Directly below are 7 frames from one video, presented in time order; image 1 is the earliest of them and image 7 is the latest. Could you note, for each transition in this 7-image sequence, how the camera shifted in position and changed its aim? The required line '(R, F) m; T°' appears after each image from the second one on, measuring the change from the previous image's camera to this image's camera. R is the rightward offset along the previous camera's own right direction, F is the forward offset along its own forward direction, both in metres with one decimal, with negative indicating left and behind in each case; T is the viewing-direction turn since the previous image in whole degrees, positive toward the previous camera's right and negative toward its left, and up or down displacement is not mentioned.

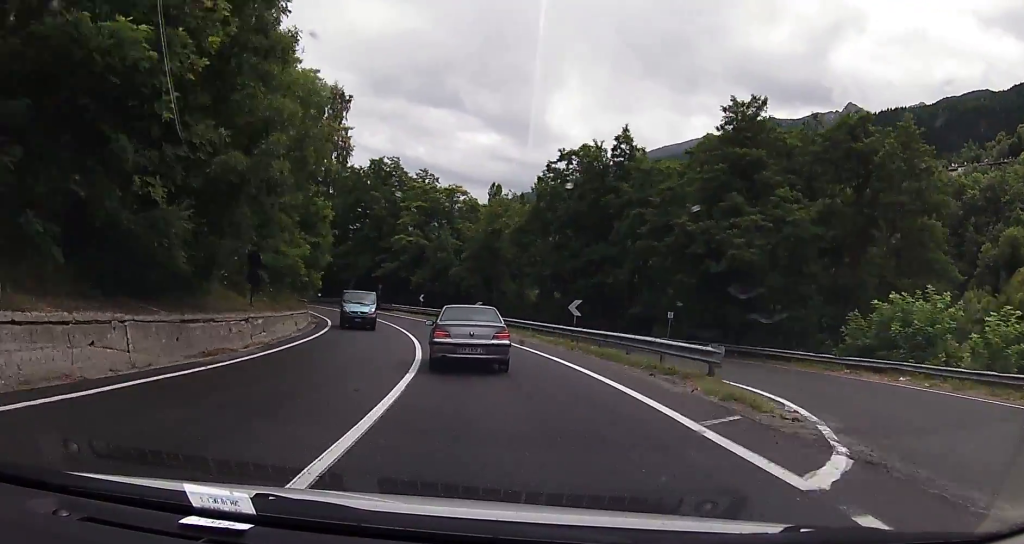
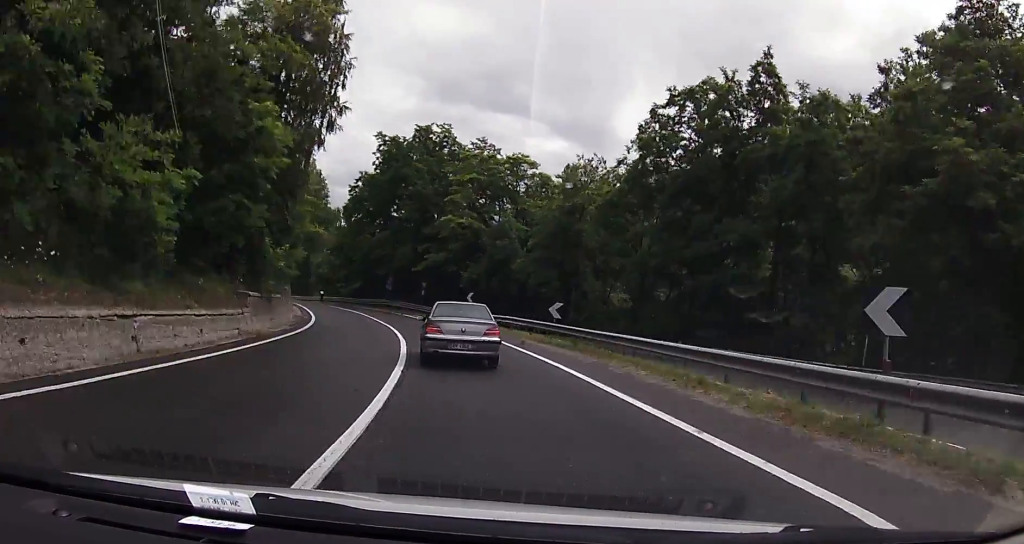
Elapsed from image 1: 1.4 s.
(-1.4, +18.8) m; -9°
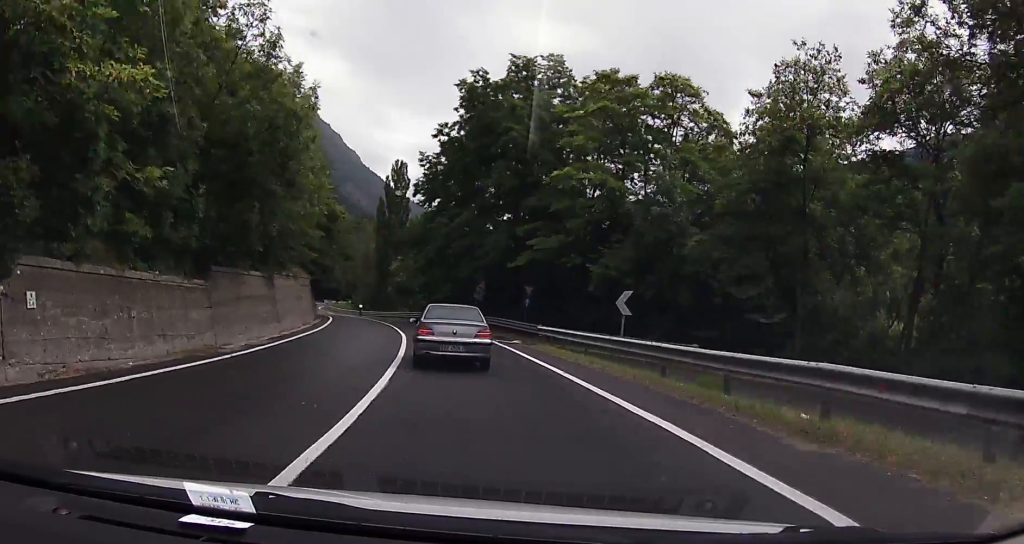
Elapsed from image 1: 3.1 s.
(-1.1, +24.2) m; -7°
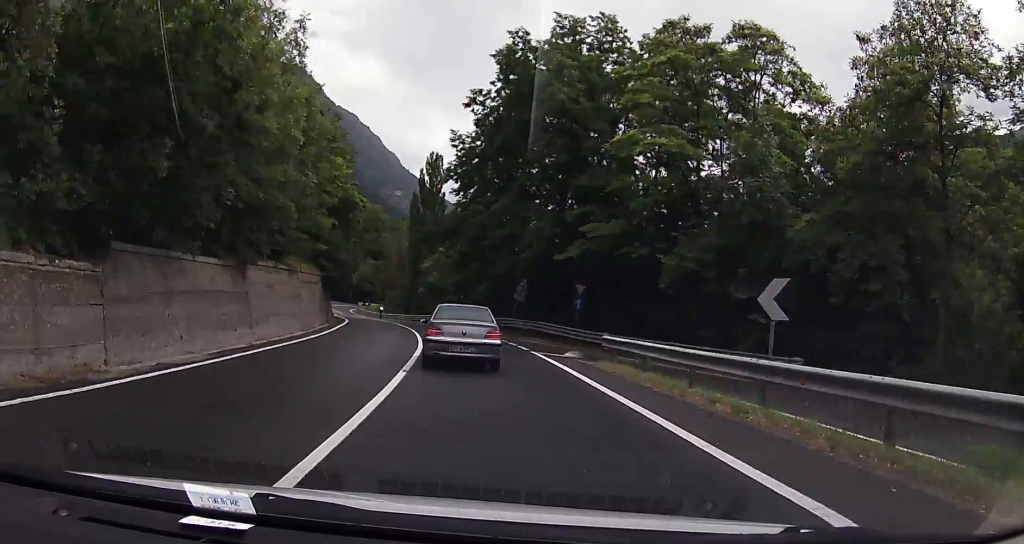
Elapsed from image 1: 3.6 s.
(-0.1, +7.3) m; -3°
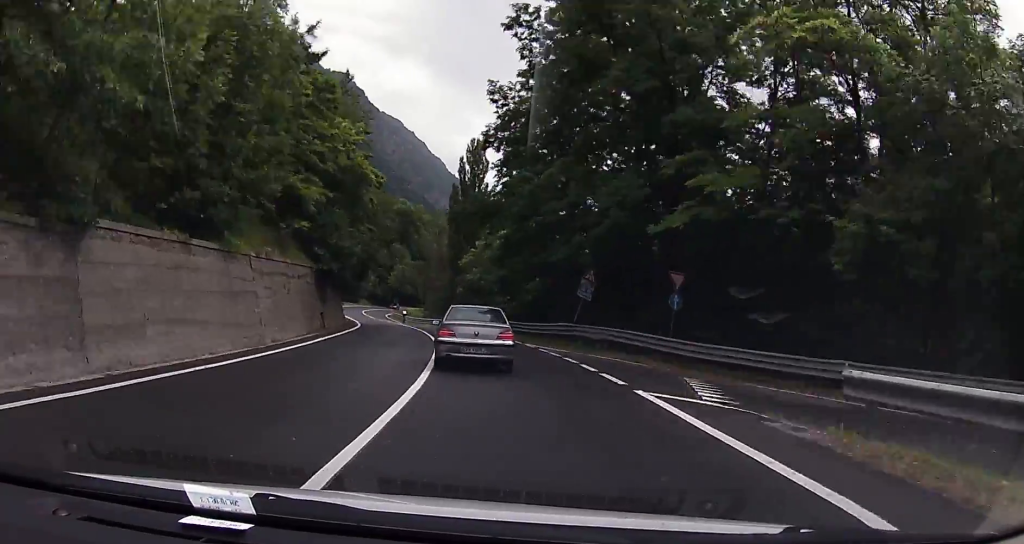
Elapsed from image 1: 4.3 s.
(-0.7, +11.4) m; -5°
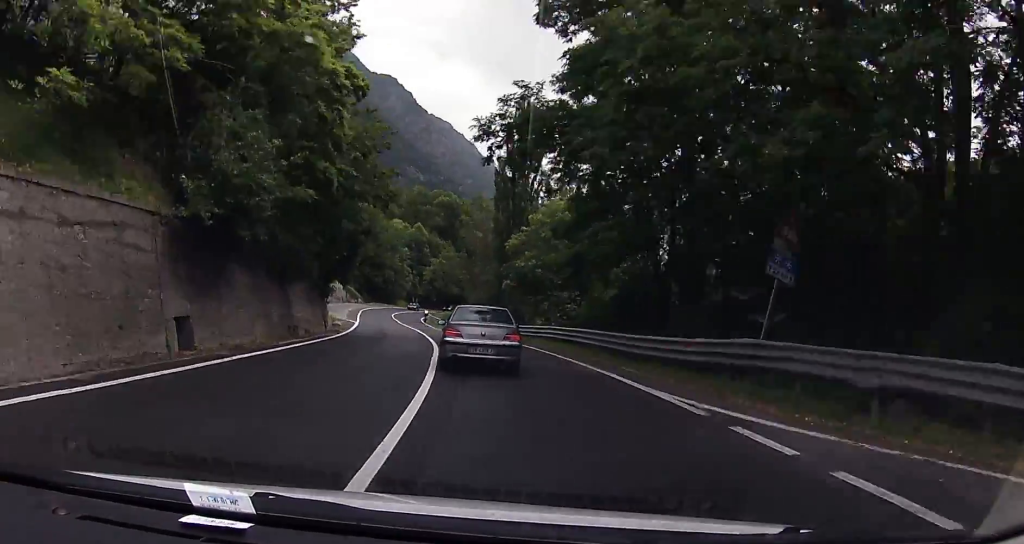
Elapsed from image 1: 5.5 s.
(-0.7, +18.2) m; -4°
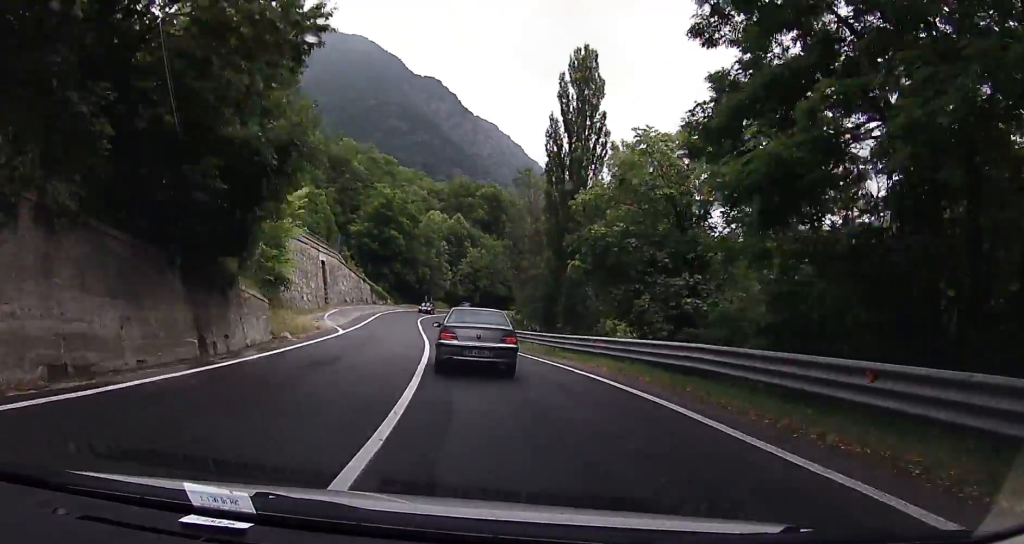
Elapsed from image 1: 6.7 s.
(-0.5, +17.4) m; -2°
